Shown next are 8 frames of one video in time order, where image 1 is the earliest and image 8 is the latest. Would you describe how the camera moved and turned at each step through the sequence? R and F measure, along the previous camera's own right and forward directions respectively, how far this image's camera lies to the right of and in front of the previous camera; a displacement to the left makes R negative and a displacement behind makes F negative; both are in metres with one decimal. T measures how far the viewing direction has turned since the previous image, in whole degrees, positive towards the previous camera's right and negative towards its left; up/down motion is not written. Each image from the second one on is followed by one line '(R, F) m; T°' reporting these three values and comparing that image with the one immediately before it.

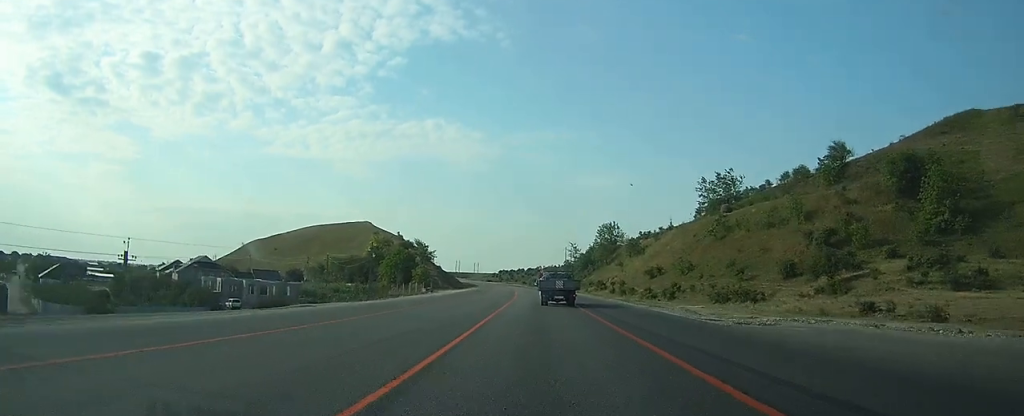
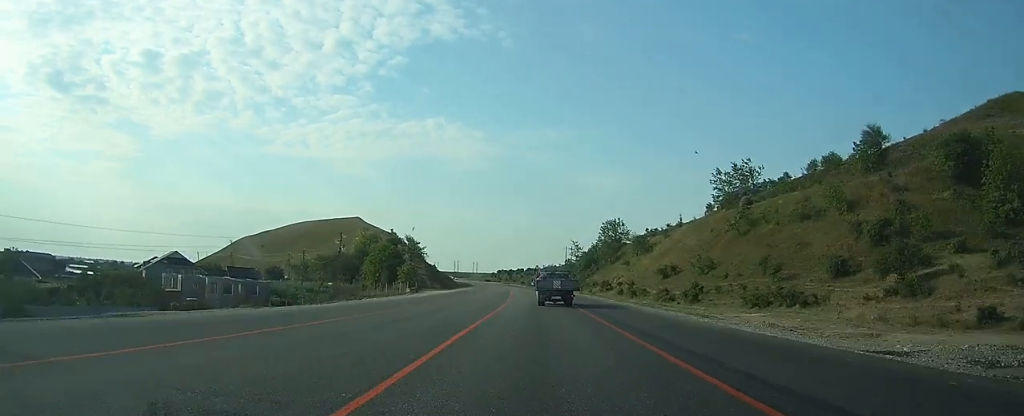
(-0.2, +12.6) m; -1°
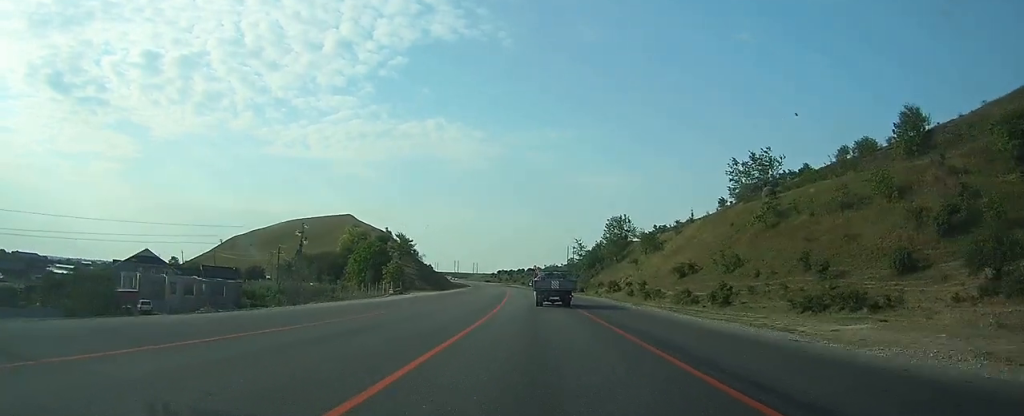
(-0.1, +11.4) m; 0°
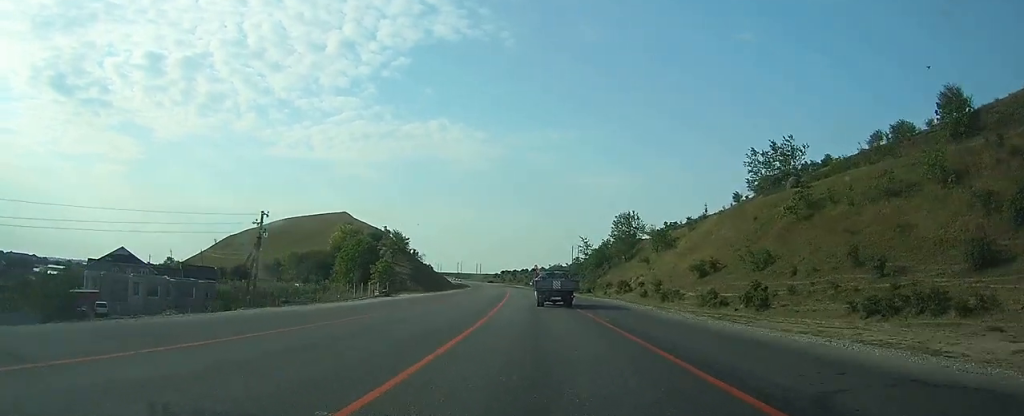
(0.0, +9.5) m; 0°
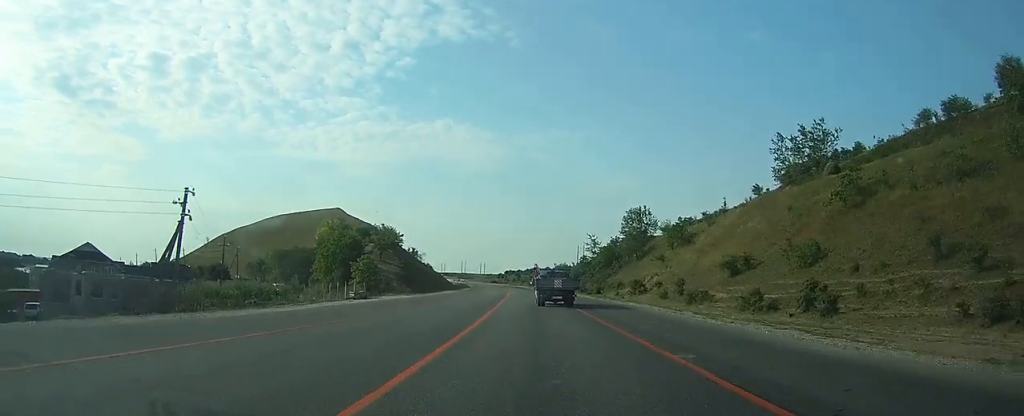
(0.0, +11.6) m; 0°
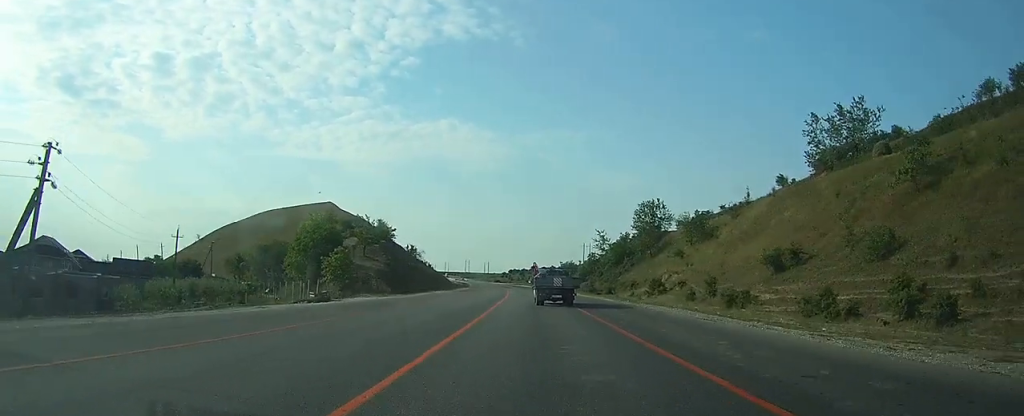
(0.0, +12.4) m; 0°
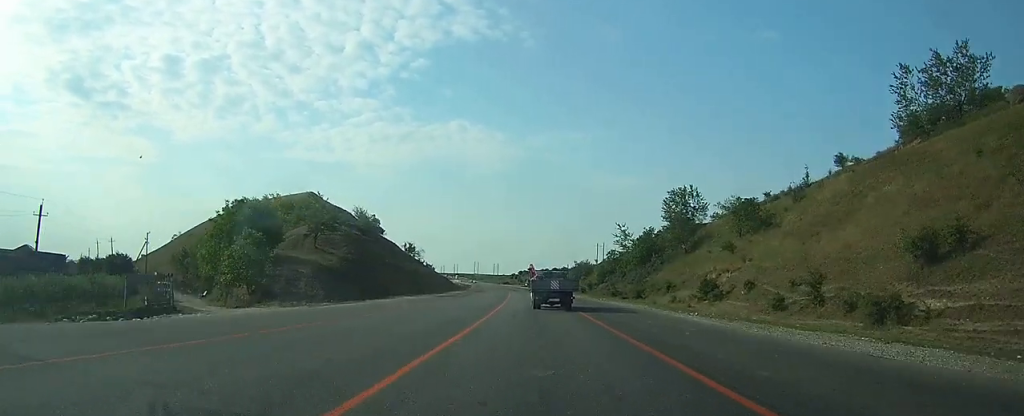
(-0.1, +23.7) m; 0°
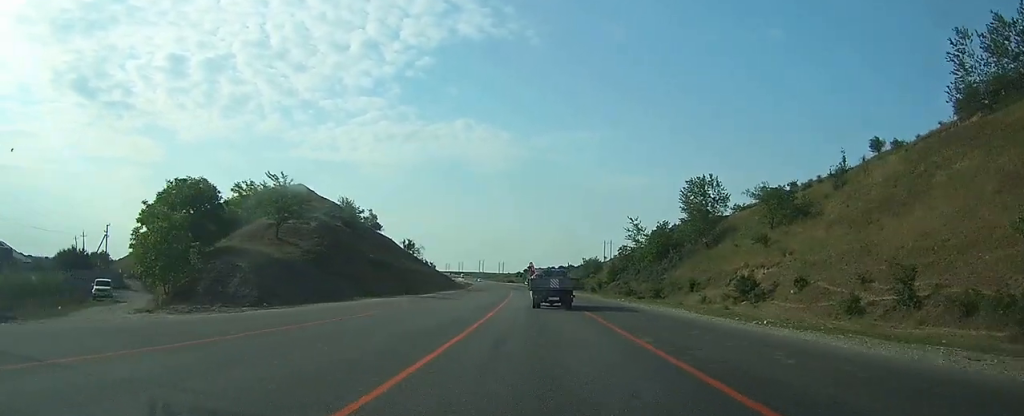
(0.0, +11.2) m; 0°
